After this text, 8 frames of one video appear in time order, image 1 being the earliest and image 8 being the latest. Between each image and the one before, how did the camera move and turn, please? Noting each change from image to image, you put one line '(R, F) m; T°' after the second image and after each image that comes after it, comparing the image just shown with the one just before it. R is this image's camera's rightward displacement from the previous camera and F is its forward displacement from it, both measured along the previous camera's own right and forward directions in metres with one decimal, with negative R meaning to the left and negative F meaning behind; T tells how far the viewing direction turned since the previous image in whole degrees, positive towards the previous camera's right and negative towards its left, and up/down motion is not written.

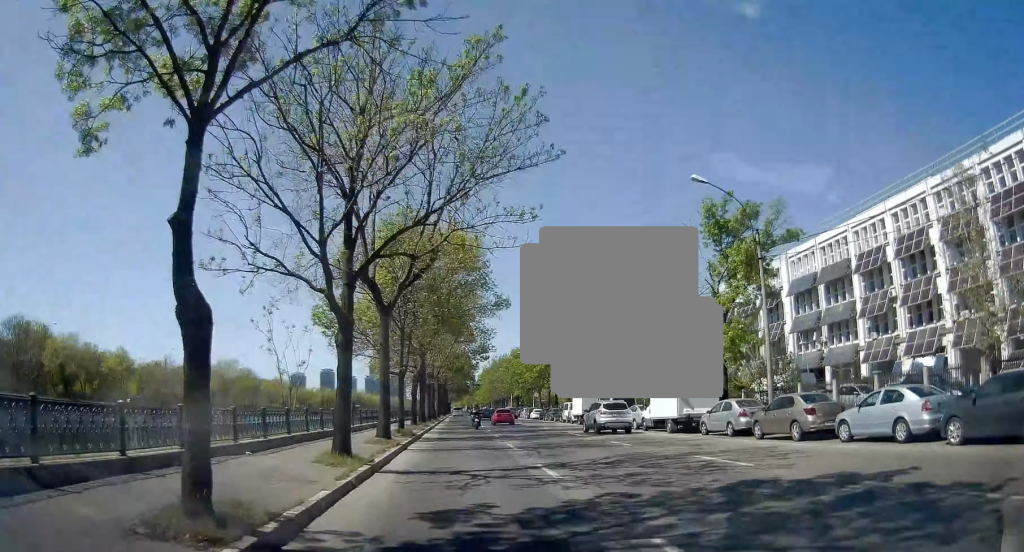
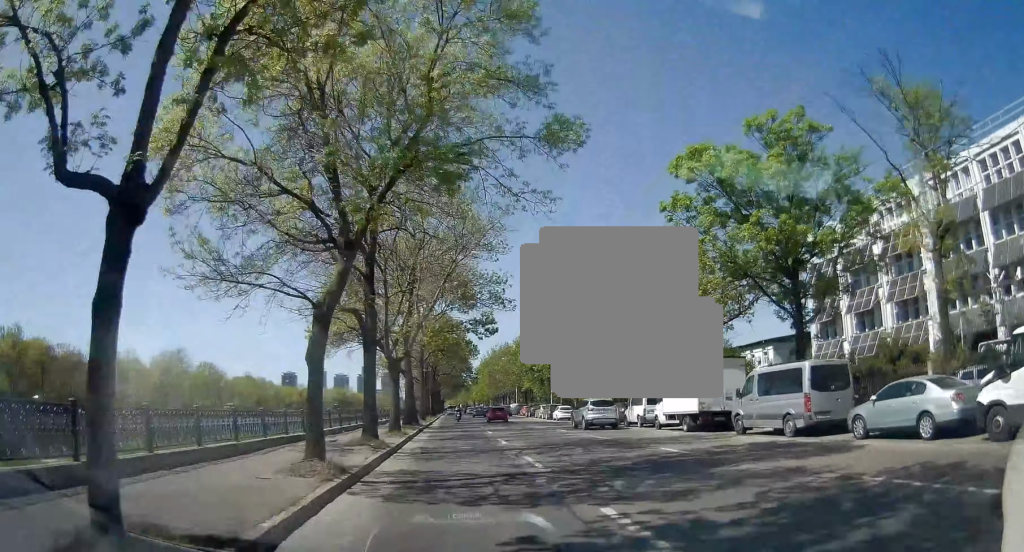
(+0.4, +24.9) m; -1°
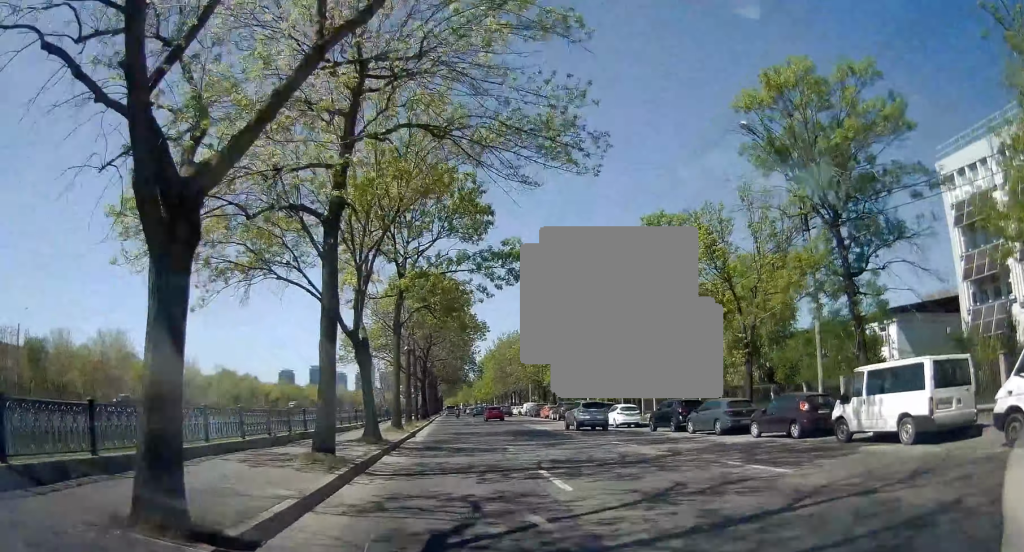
(-0.4, +21.5) m; +1°
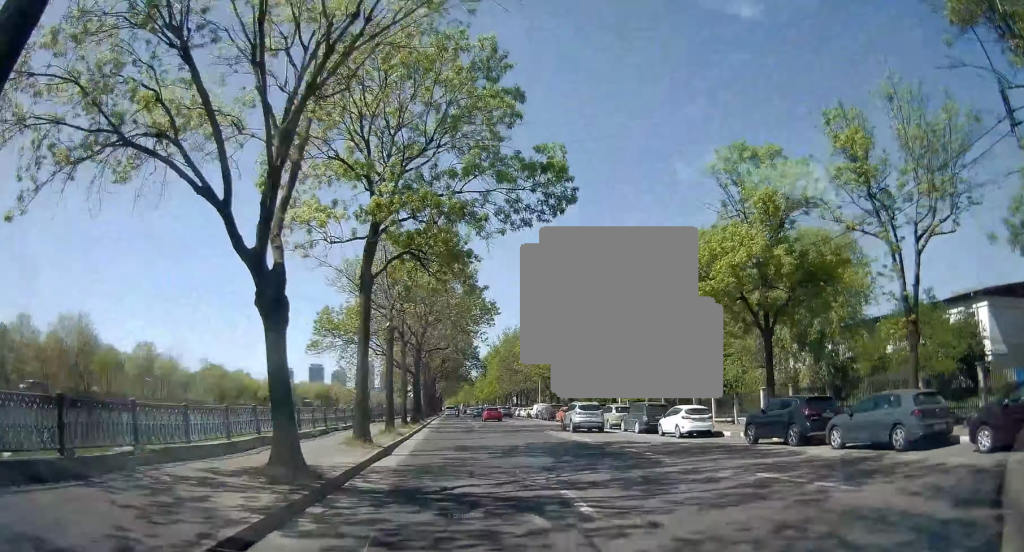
(+0.3, +10.9) m; 0°
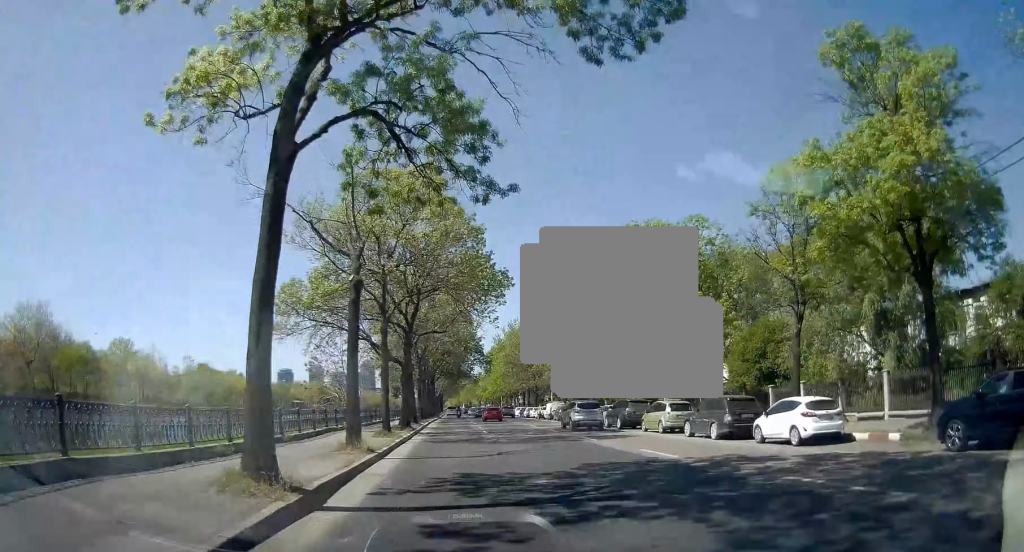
(-0.2, +10.0) m; -1°
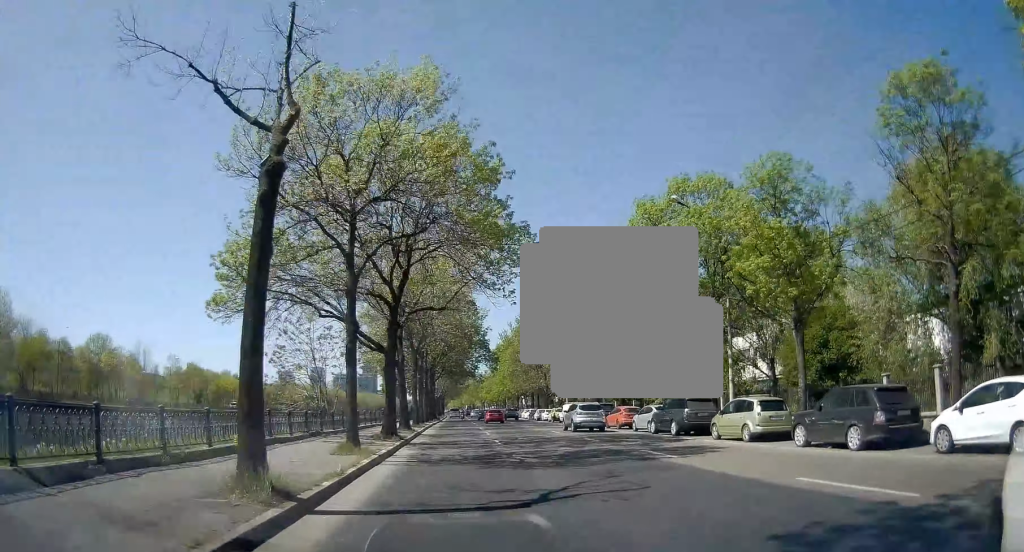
(-0.1, +8.9) m; 0°
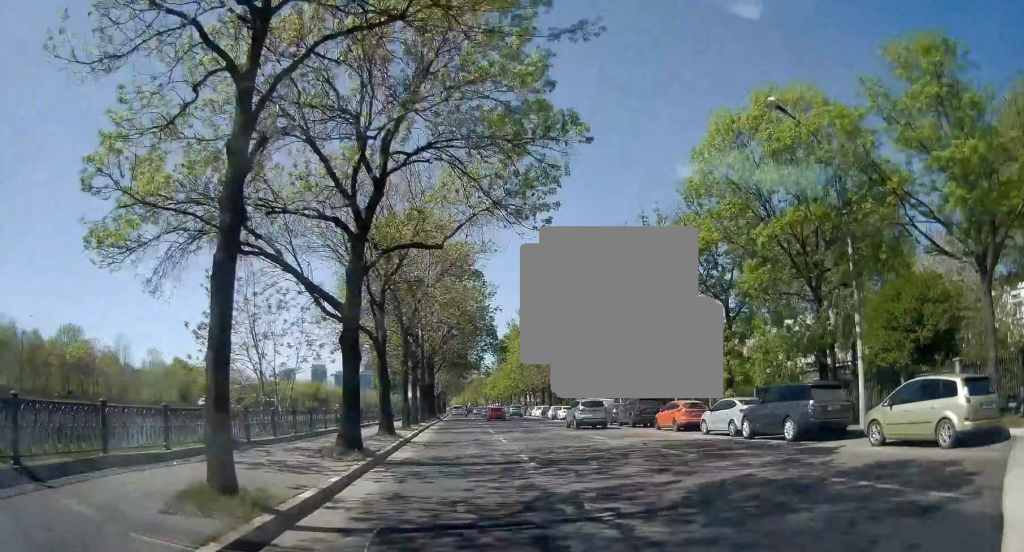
(0.0, +10.0) m; 0°
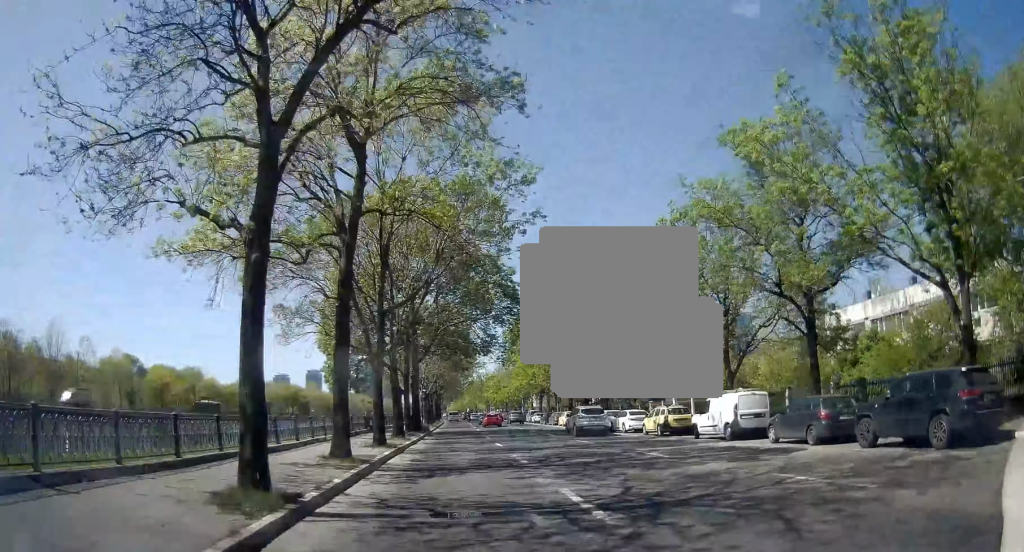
(+0.1, +25.0) m; 0°
